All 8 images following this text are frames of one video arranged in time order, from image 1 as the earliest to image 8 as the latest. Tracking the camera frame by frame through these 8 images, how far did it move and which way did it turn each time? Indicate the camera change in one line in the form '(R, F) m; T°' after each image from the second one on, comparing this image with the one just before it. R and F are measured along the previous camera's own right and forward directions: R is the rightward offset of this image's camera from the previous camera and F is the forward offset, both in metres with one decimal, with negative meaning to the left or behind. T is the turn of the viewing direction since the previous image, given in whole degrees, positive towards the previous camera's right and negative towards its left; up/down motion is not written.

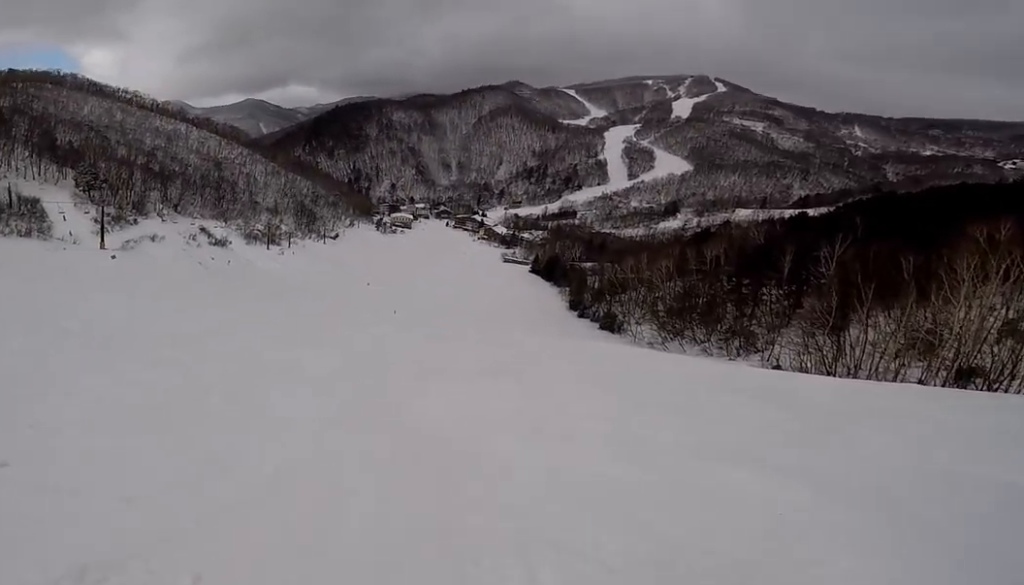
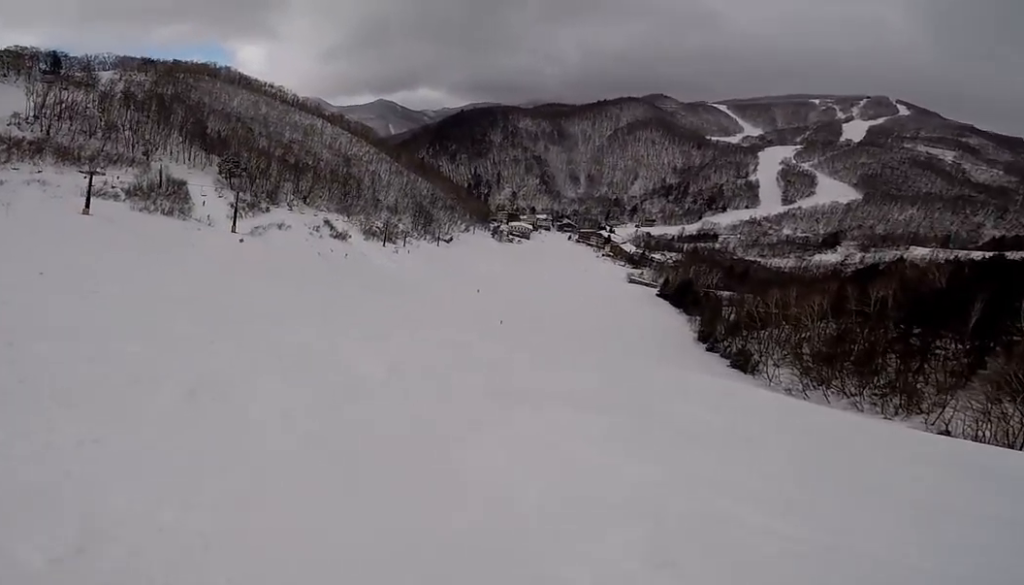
(-0.6, +2.2) m; -14°
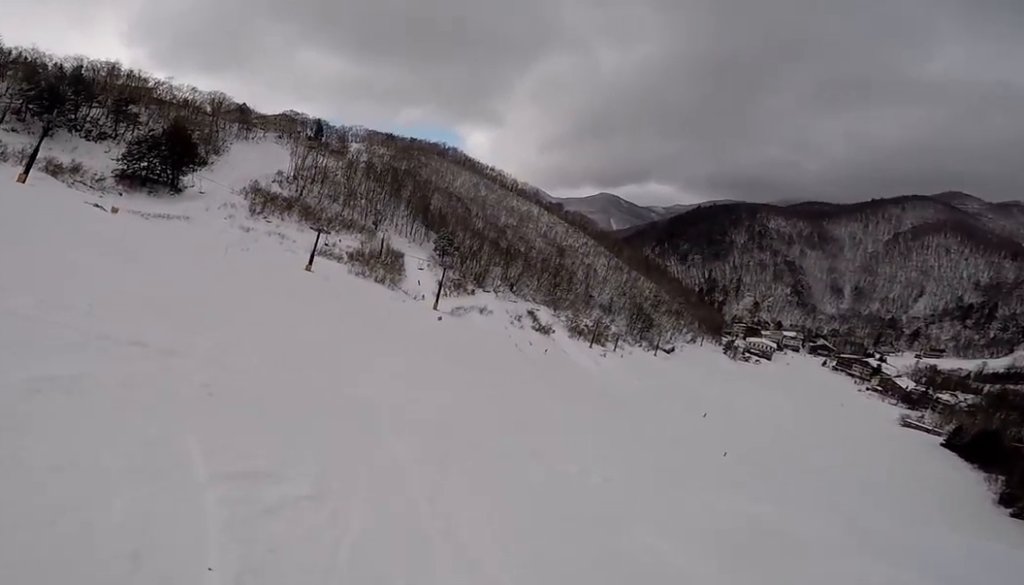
(-1.7, +6.6) m; -19°
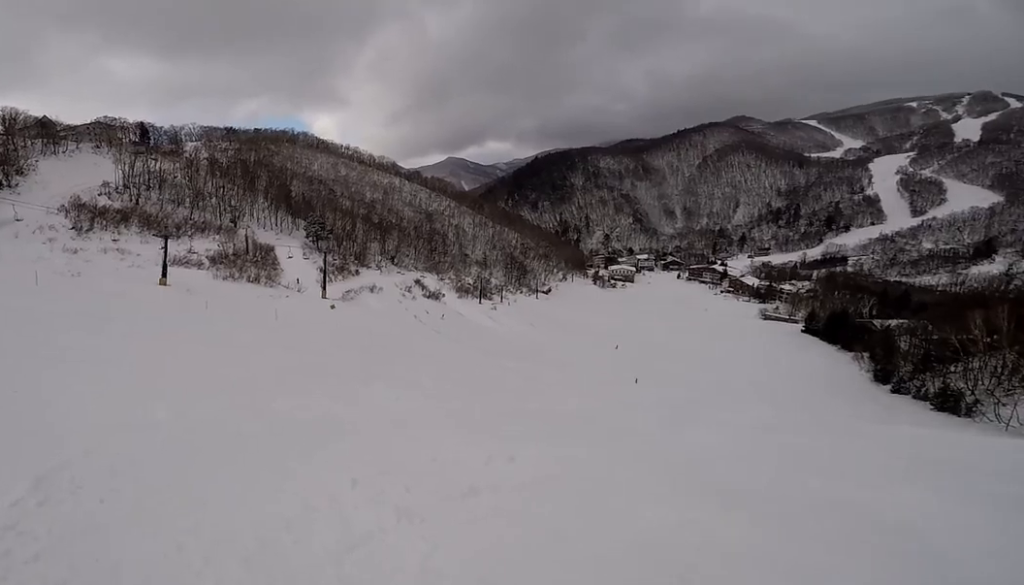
(+0.7, +8.1) m; +7°
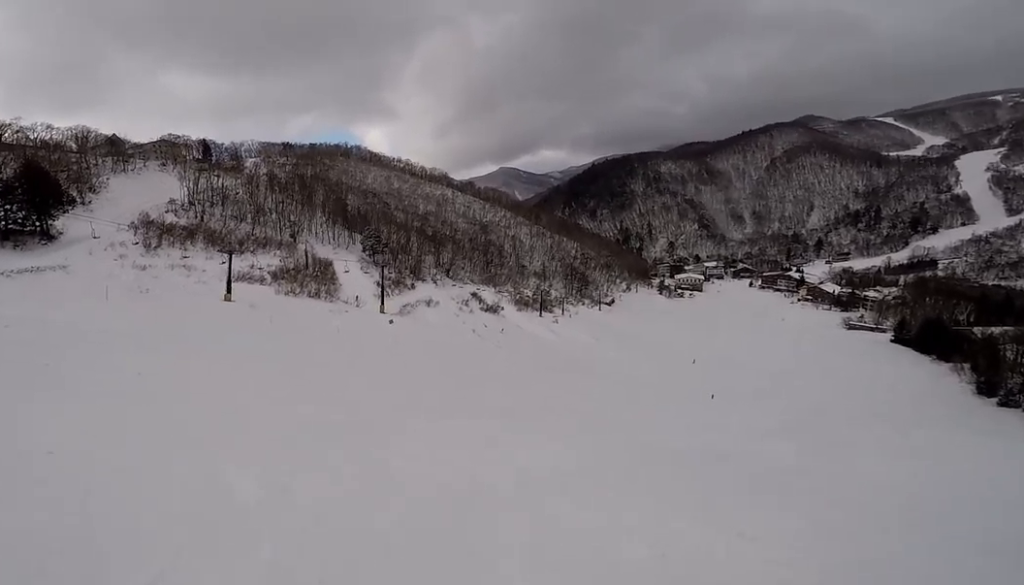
(+0.3, +2.1) m; 0°
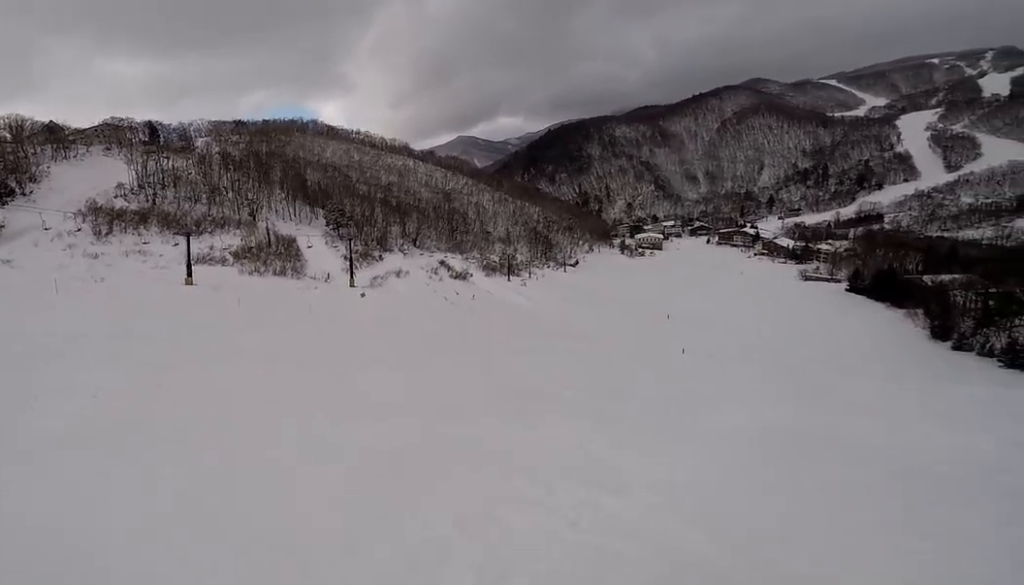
(-0.3, +2.5) m; +12°
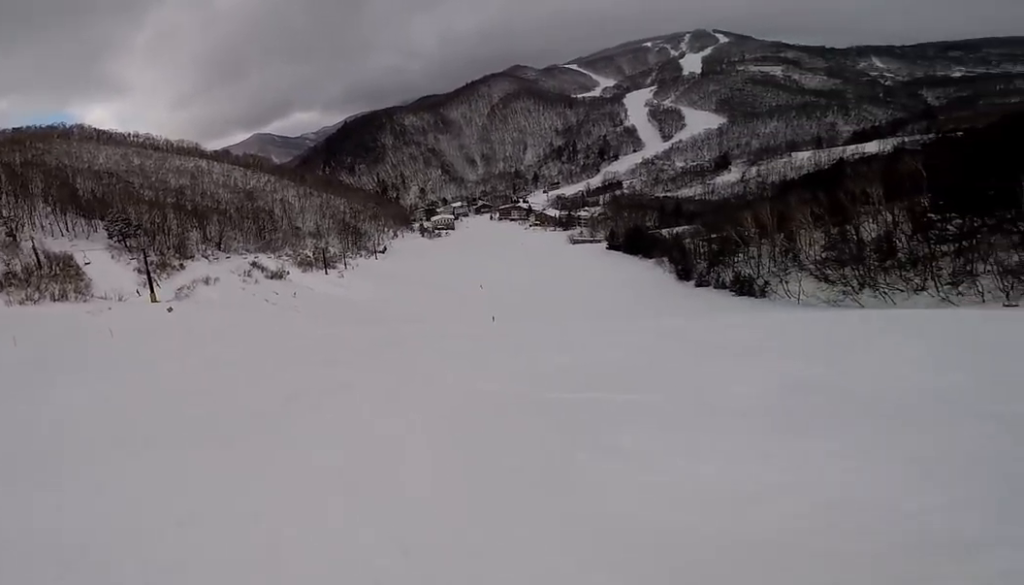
(+0.4, +3.4) m; +31°
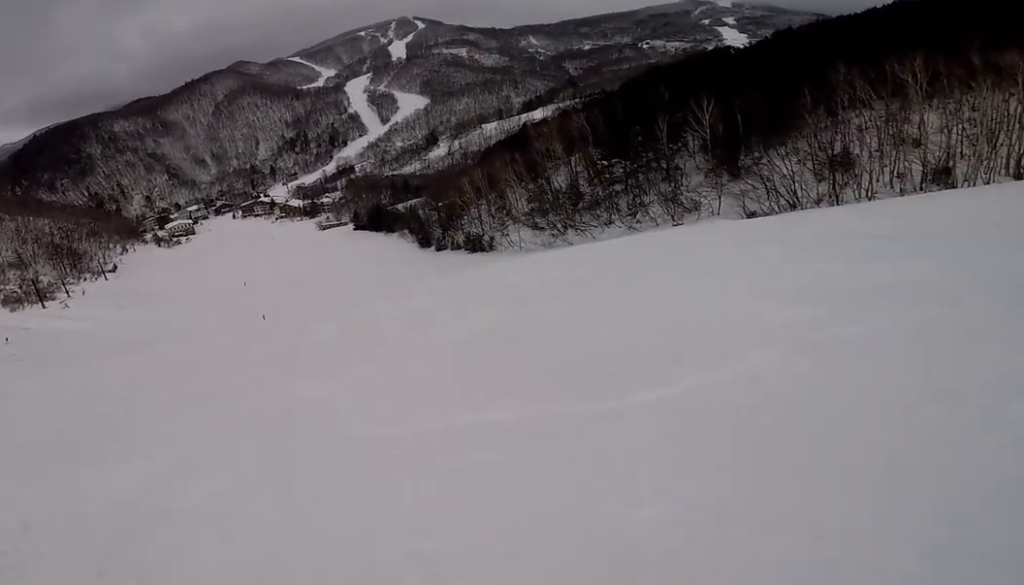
(+2.2, +4.0) m; +43°
